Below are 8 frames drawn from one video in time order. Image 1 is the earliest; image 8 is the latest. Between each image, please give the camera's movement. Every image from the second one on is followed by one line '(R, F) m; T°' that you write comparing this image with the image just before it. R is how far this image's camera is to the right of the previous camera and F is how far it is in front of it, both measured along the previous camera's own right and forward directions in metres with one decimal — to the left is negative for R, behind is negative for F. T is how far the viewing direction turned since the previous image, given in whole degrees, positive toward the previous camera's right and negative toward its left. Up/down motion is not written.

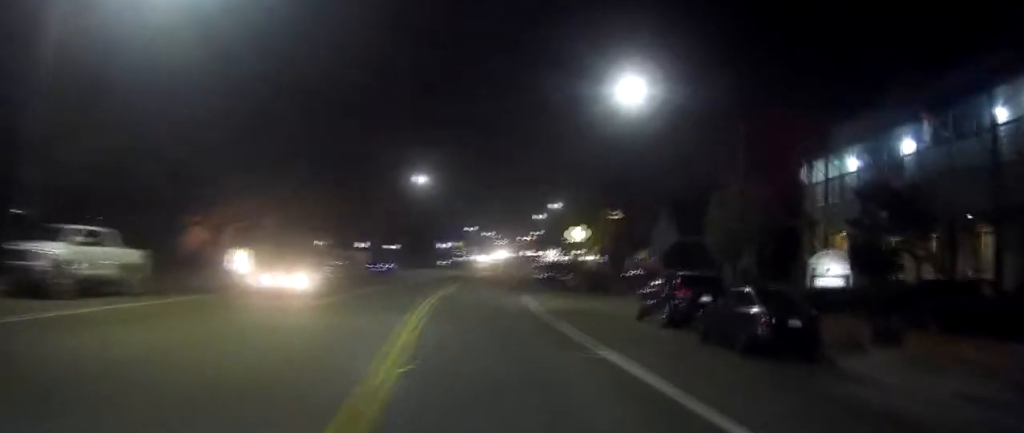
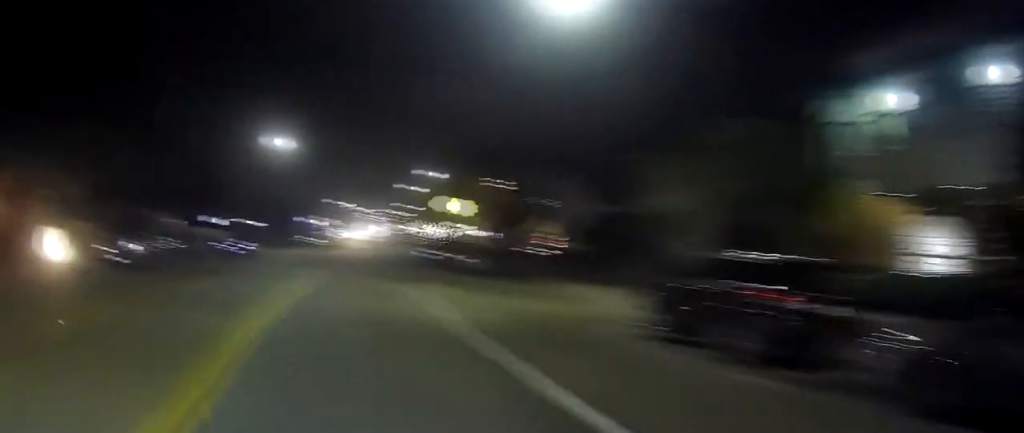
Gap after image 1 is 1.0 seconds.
(+0.1, +11.6) m; +2°
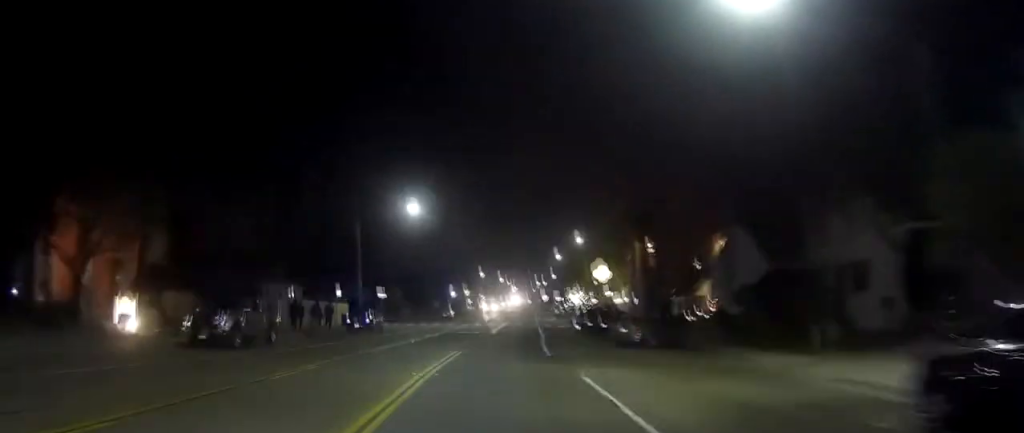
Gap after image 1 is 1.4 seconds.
(0.0, +4.9) m; +1°
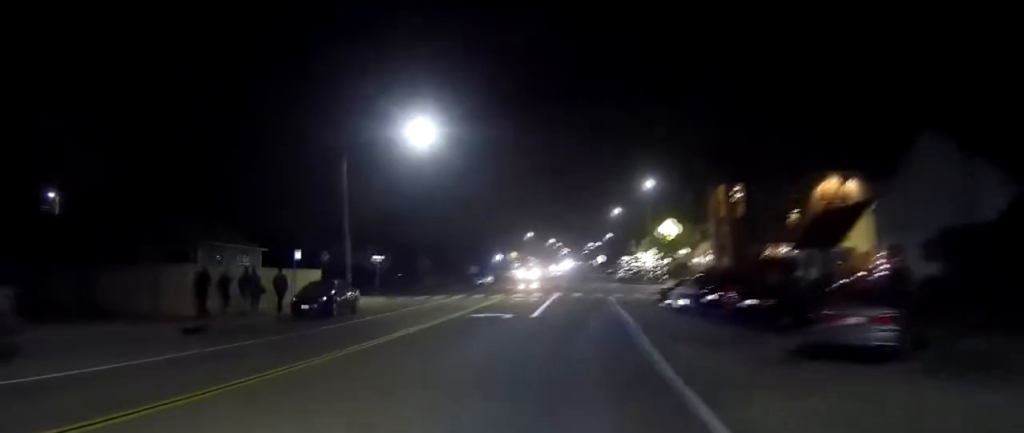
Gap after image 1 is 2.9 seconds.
(+0.6, +19.8) m; +1°
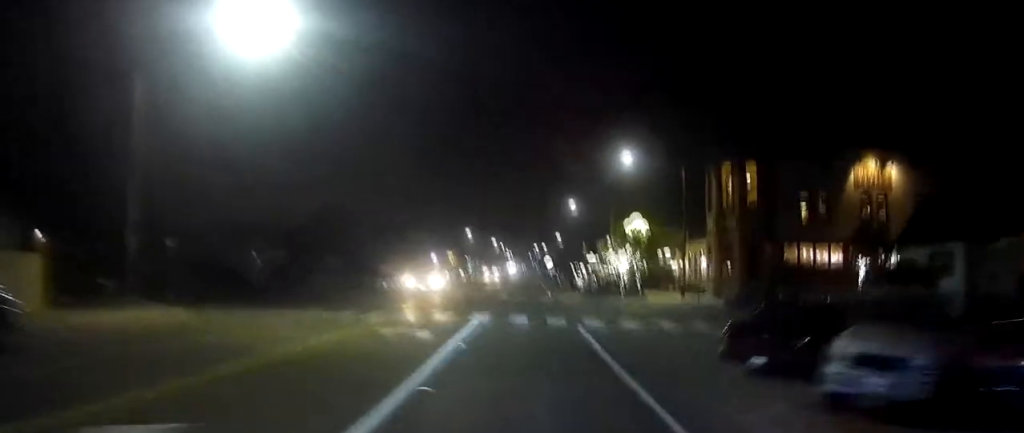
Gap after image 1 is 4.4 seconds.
(-0.4, +19.7) m; -2°
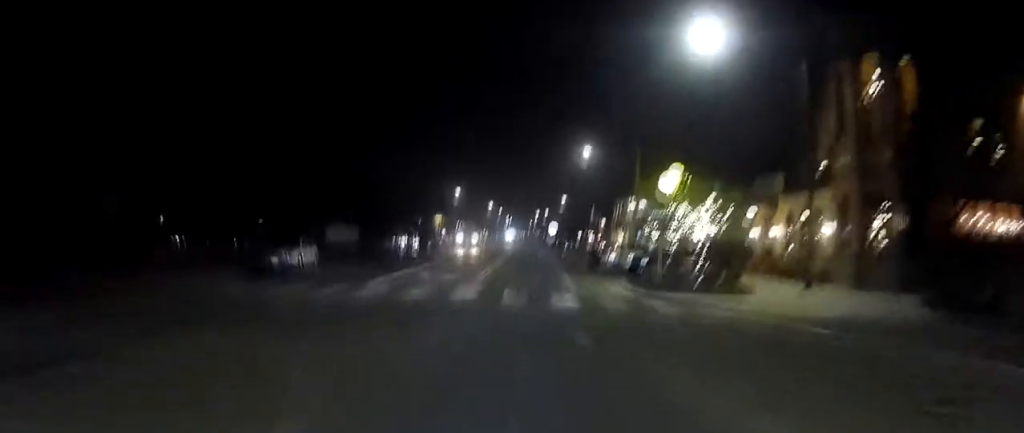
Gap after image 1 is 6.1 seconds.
(-0.4, +22.7) m; -2°
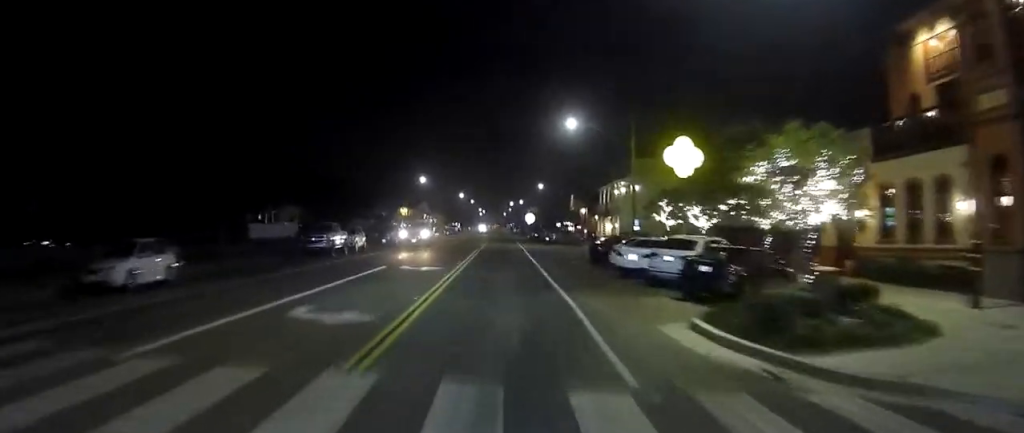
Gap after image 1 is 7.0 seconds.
(-0.1, +12.6) m; -1°
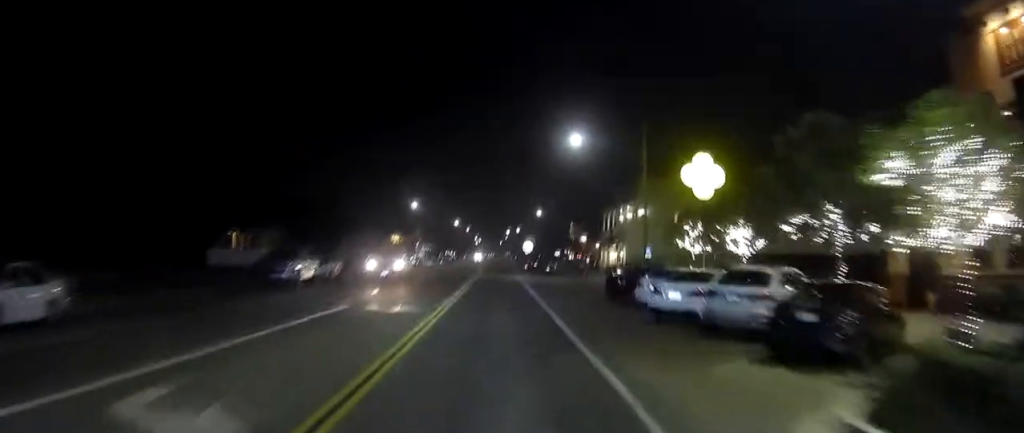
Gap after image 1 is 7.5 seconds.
(+0.1, +6.2) m; 0°
